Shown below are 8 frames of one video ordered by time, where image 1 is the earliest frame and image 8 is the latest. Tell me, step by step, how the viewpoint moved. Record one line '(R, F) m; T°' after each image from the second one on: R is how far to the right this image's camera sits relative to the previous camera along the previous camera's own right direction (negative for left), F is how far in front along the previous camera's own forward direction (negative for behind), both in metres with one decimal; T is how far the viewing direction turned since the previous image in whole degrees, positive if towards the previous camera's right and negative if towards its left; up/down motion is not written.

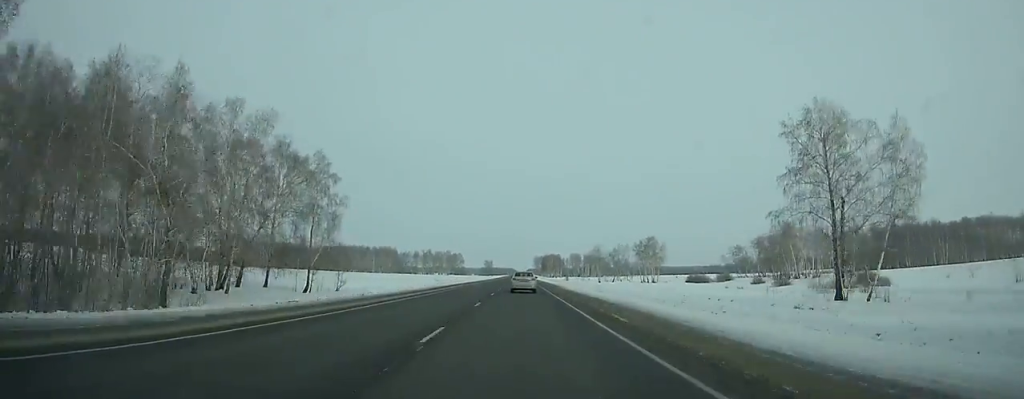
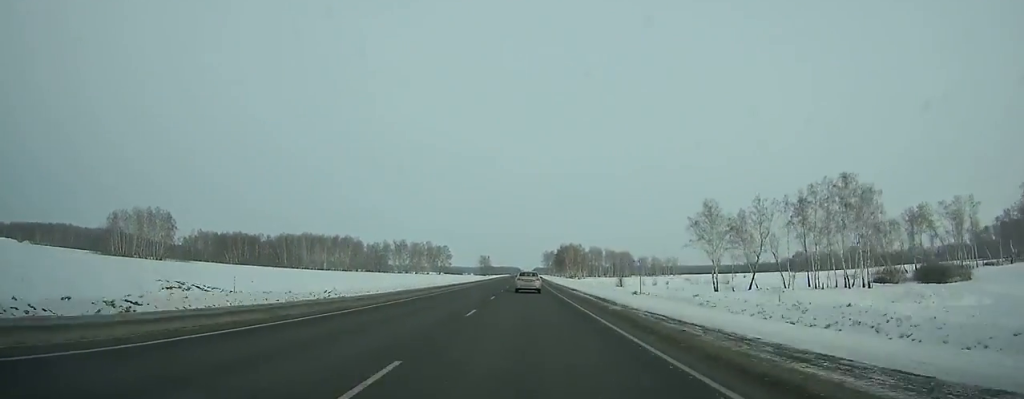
(-0.5, +125.1) m; 0°
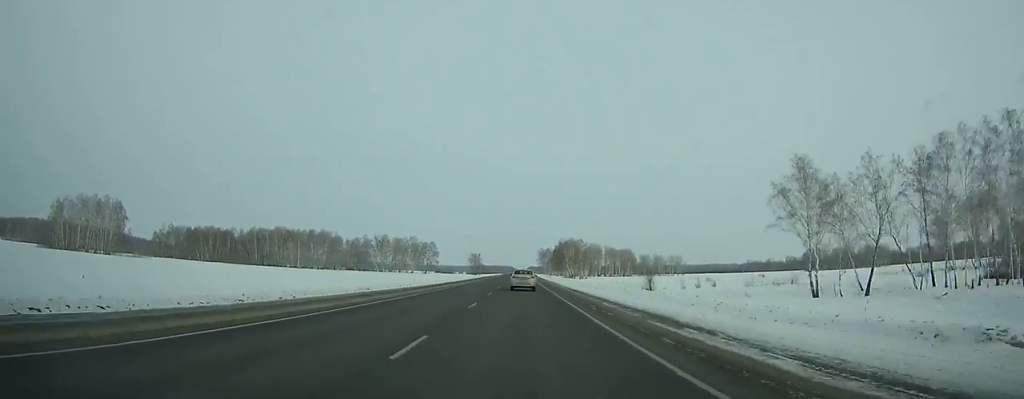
(0.0, +32.6) m; 0°
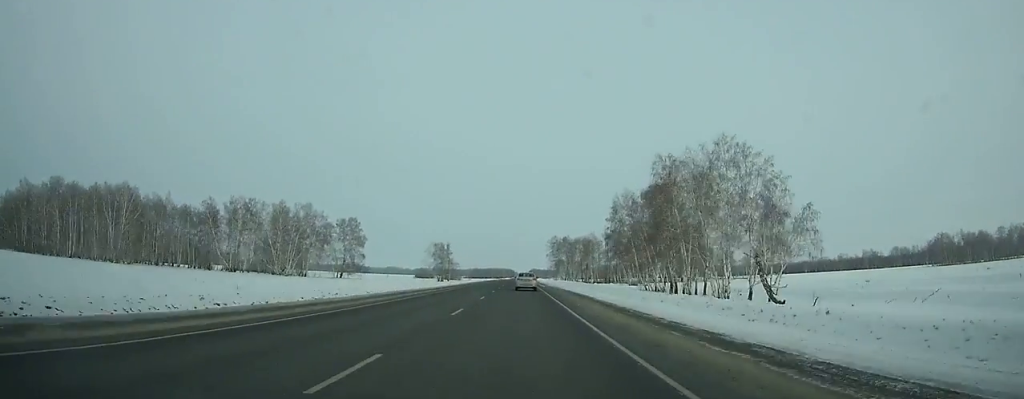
(+0.2, +172.2) m; 0°
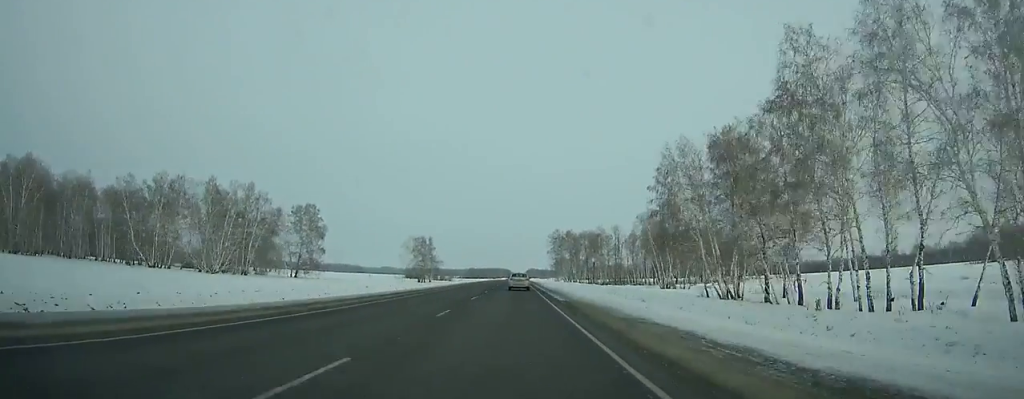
(+0.1, +37.6) m; 0°
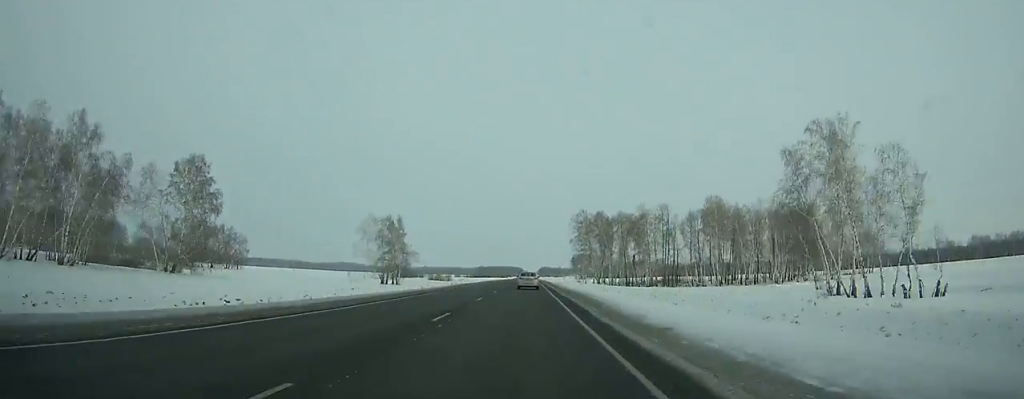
(-0.4, +62.0) m; 0°
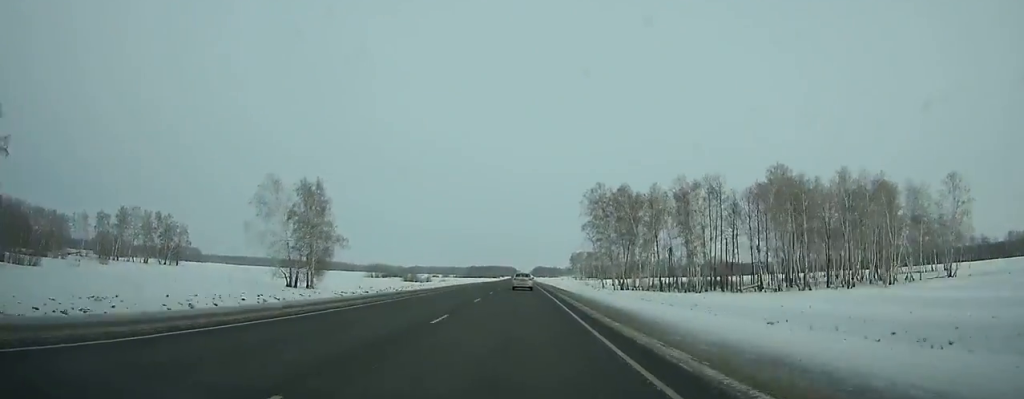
(0.0, +48.5) m; 0°
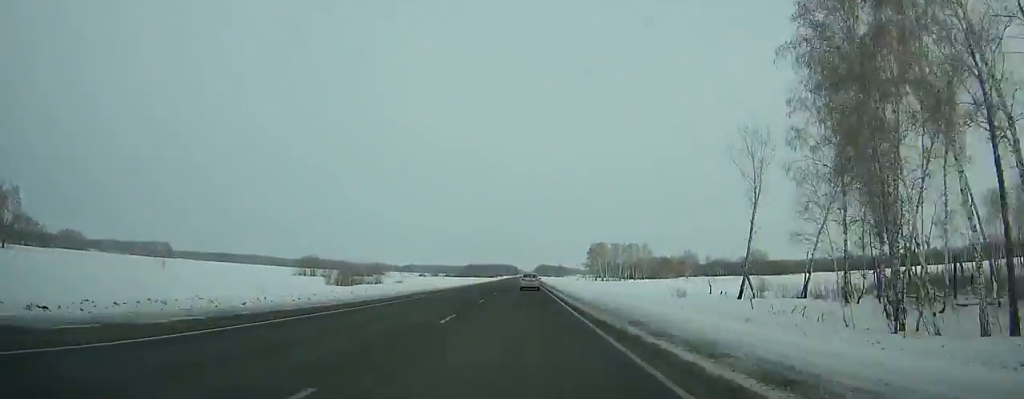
(+0.2, +94.4) m; 0°
